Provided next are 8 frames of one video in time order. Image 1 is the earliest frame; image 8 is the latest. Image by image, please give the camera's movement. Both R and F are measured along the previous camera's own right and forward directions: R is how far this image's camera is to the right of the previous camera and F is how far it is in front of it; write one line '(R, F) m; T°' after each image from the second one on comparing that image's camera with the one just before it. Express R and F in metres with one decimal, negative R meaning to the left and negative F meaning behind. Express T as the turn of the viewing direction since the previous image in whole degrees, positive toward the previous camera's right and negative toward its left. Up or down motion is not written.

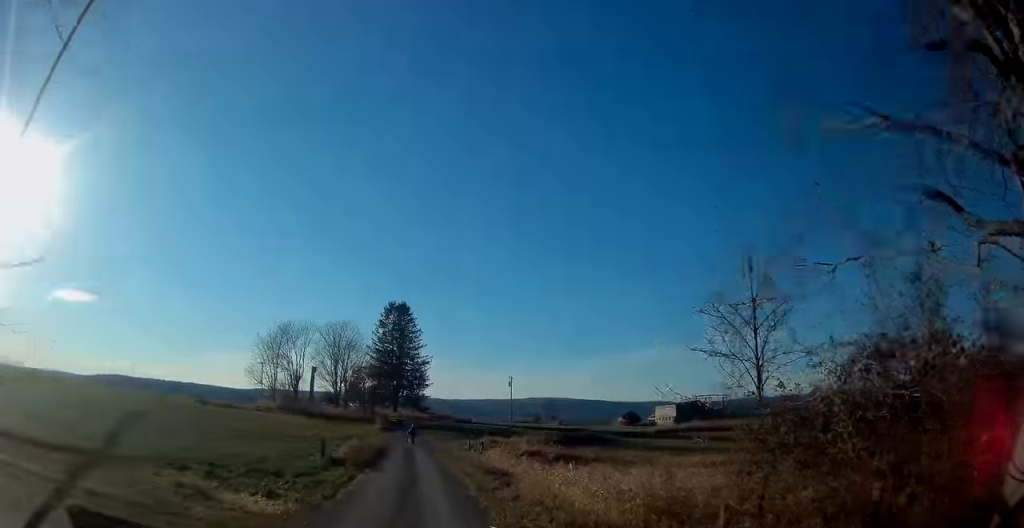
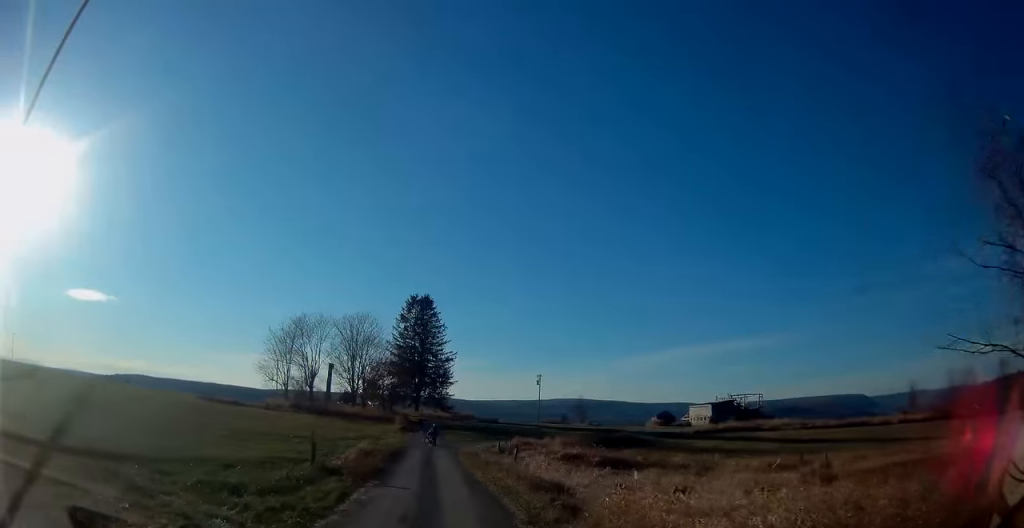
(+0.2, +6.3) m; 0°
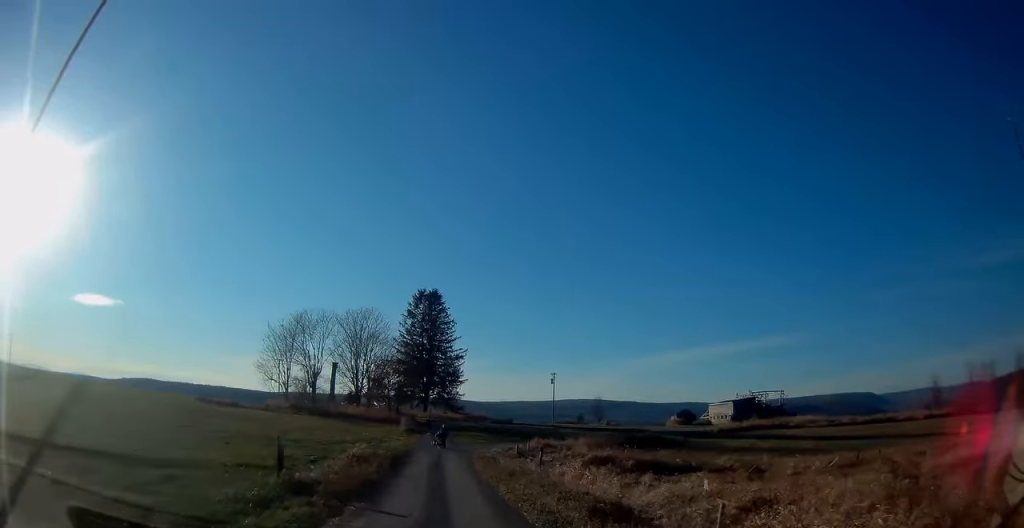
(0.0, +5.2) m; 0°
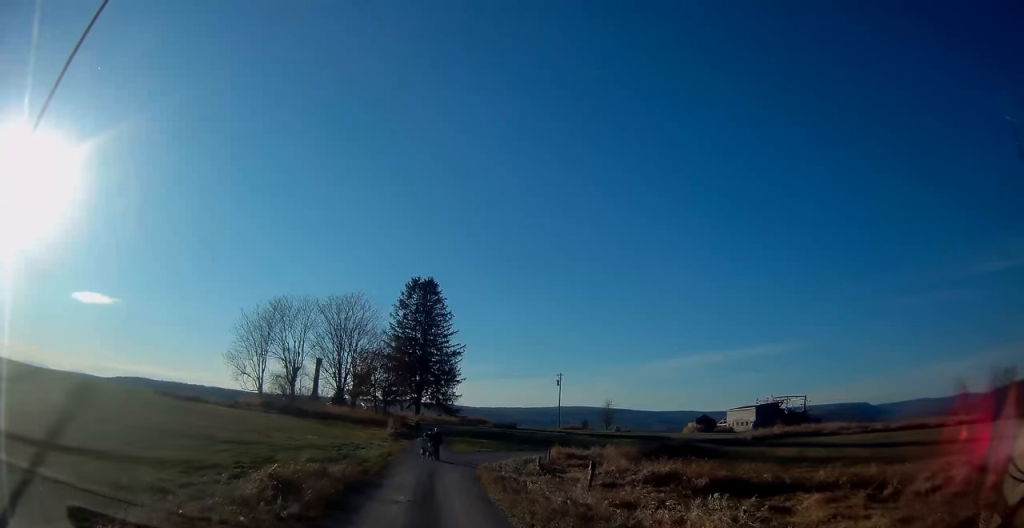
(+0.1, +10.2) m; +1°
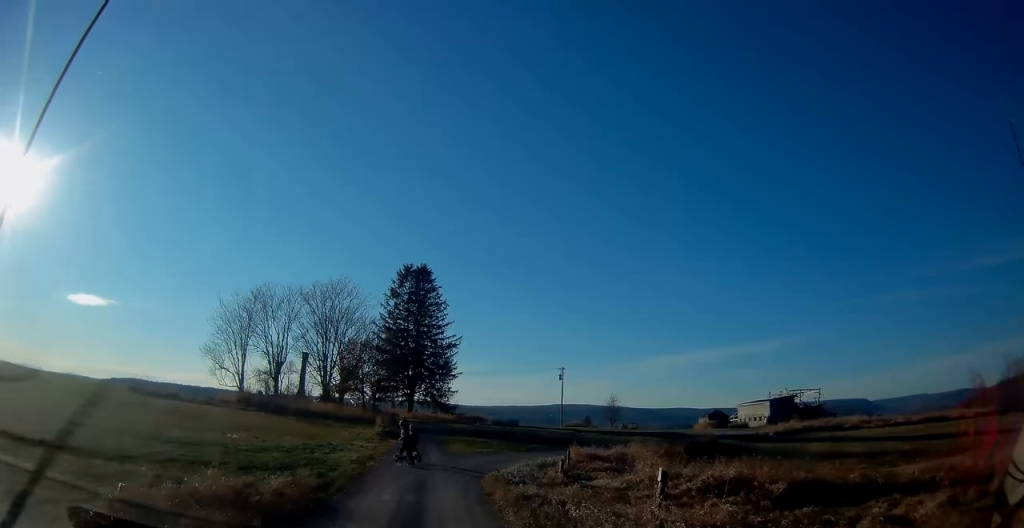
(-0.3, +6.6) m; +1°
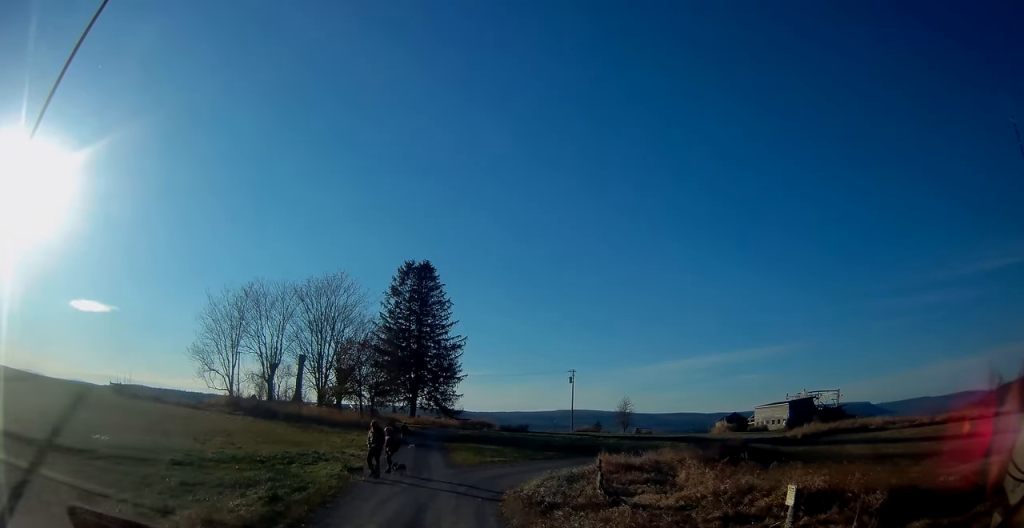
(+0.4, +4.8) m; 0°
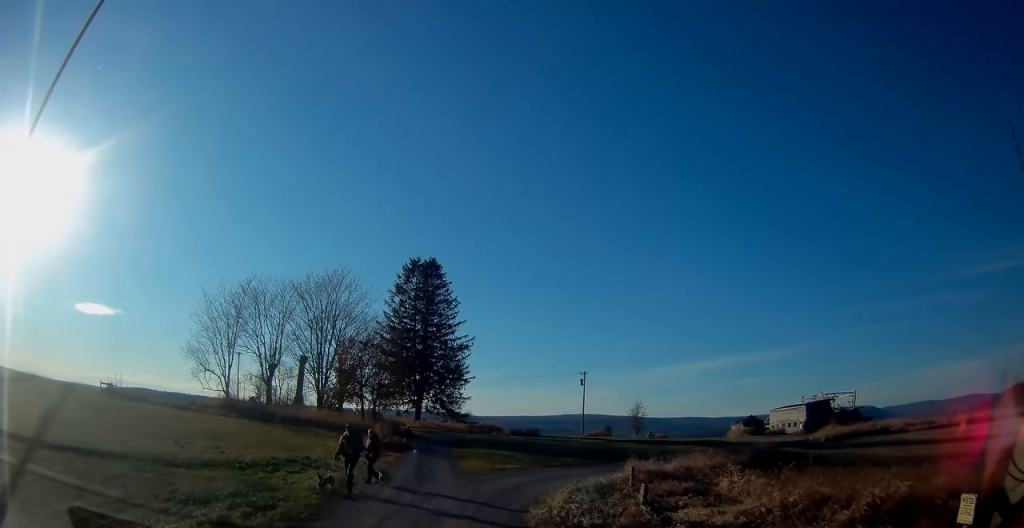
(-0.2, +3.4) m; 0°
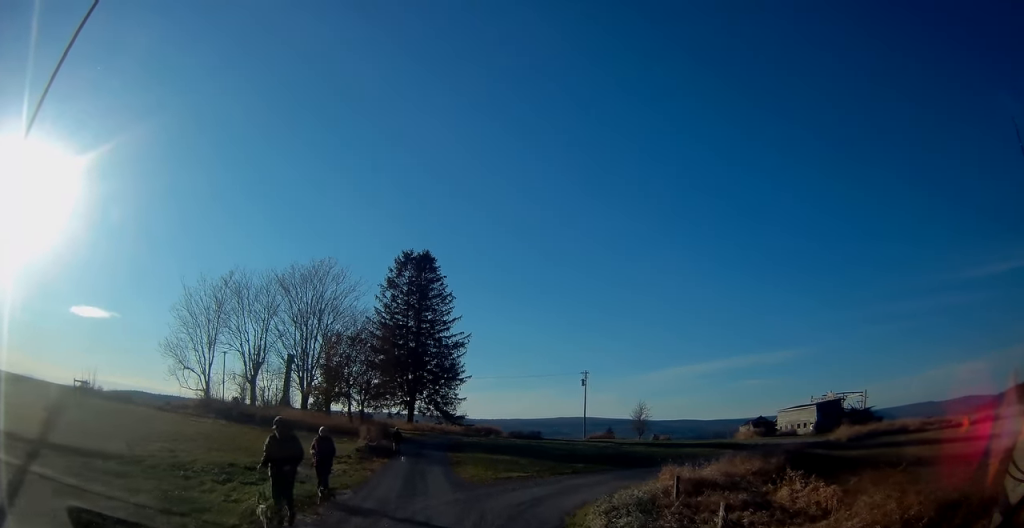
(0.0, +4.8) m; +4°
